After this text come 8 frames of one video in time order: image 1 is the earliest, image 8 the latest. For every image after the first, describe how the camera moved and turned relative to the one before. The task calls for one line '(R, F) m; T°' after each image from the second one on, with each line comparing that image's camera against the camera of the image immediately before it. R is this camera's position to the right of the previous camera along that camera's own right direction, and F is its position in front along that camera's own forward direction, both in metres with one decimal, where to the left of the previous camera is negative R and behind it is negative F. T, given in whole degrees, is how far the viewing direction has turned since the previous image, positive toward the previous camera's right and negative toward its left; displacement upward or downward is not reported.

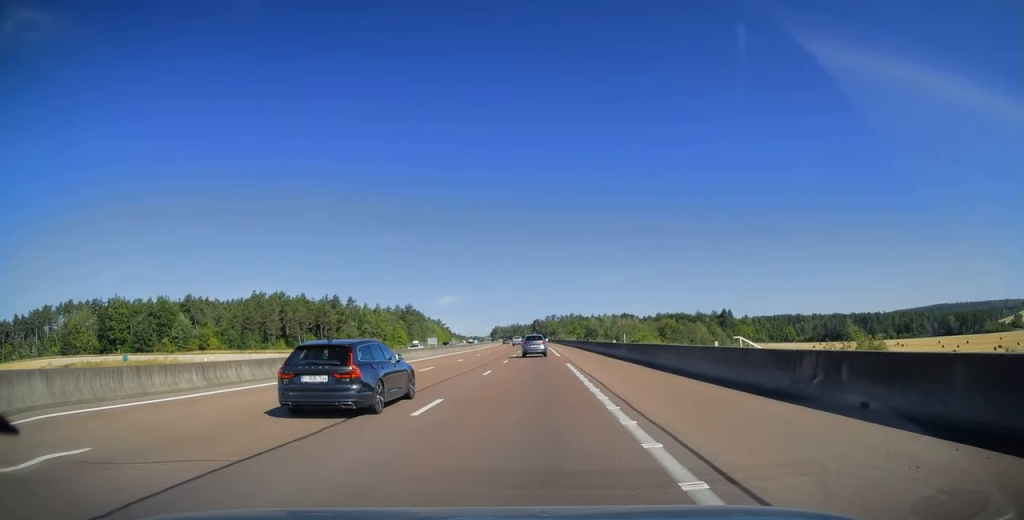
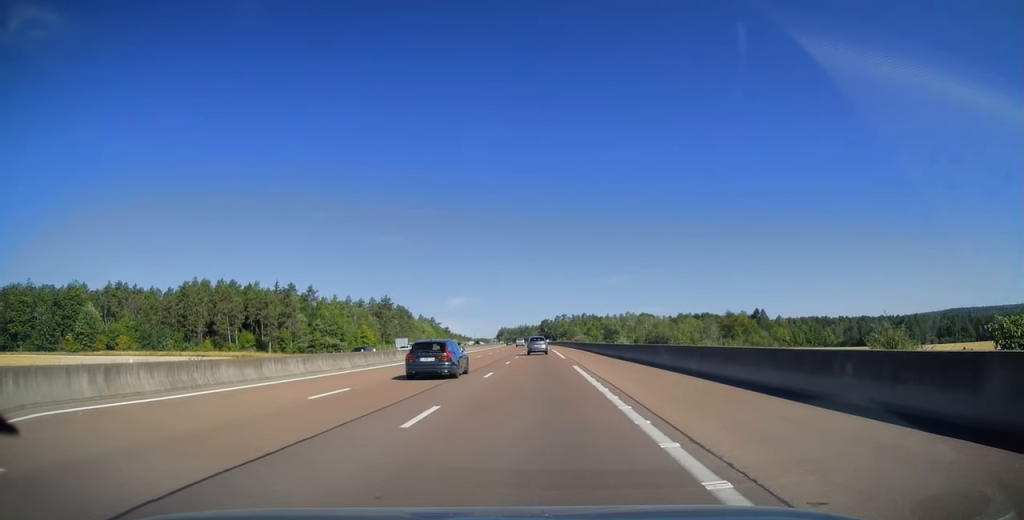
(-0.1, +54.3) m; 0°
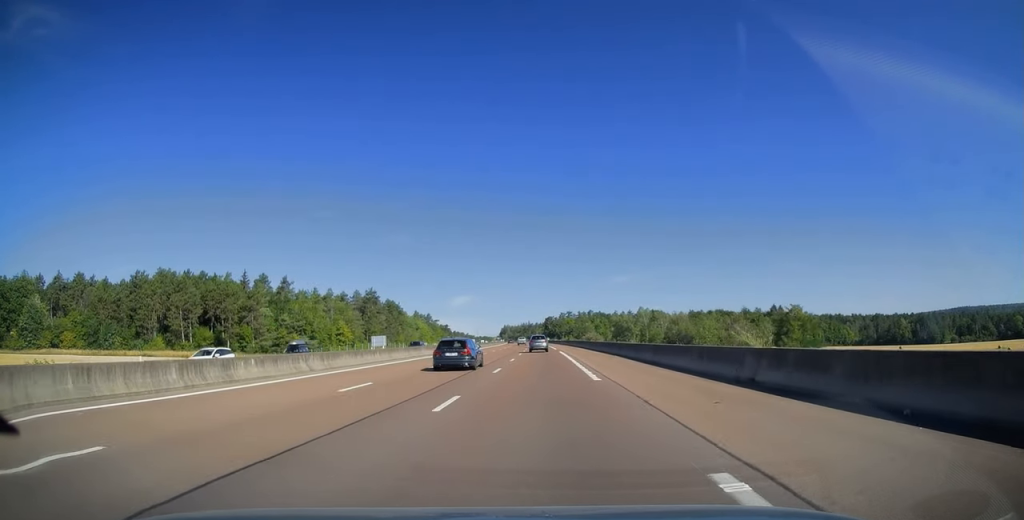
(-0.3, +24.3) m; -1°
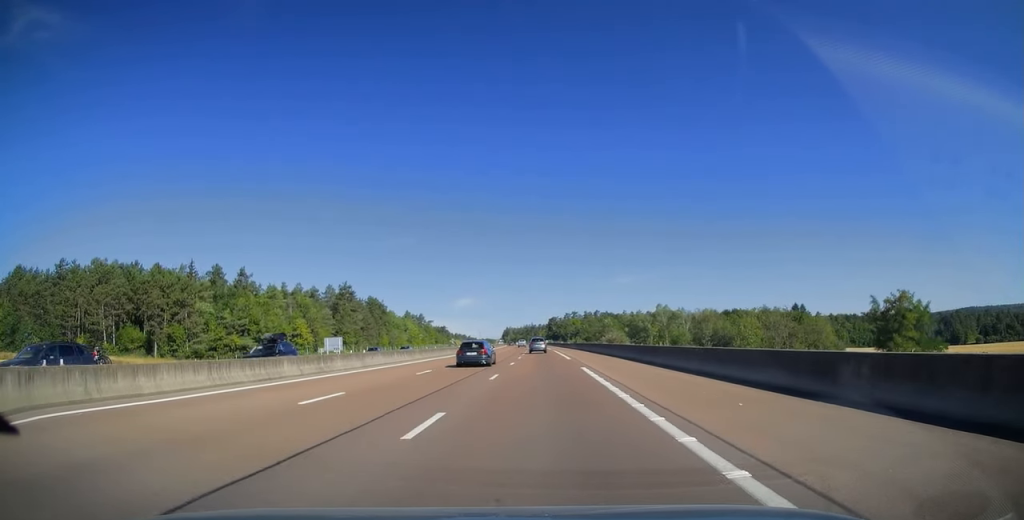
(-0.1, +29.3) m; -1°
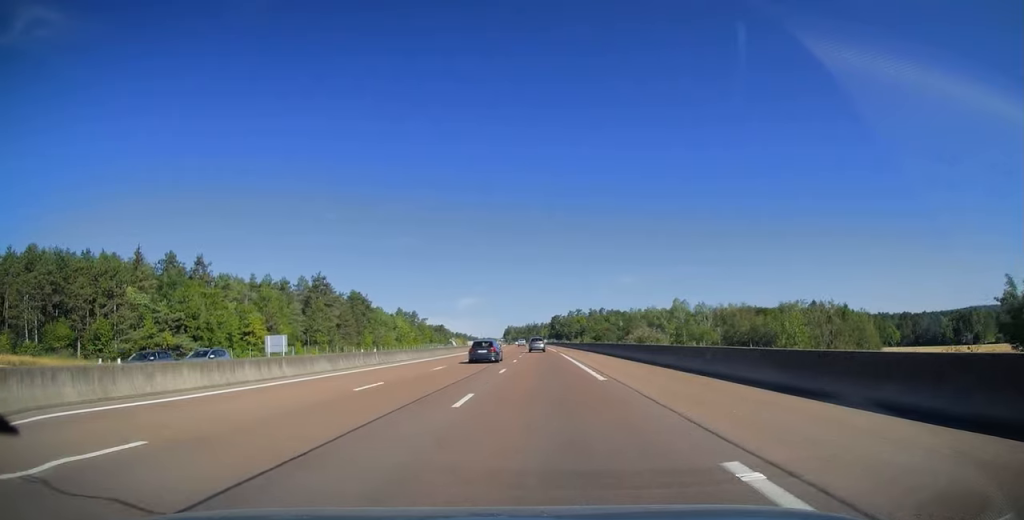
(-0.2, +22.3) m; 0°
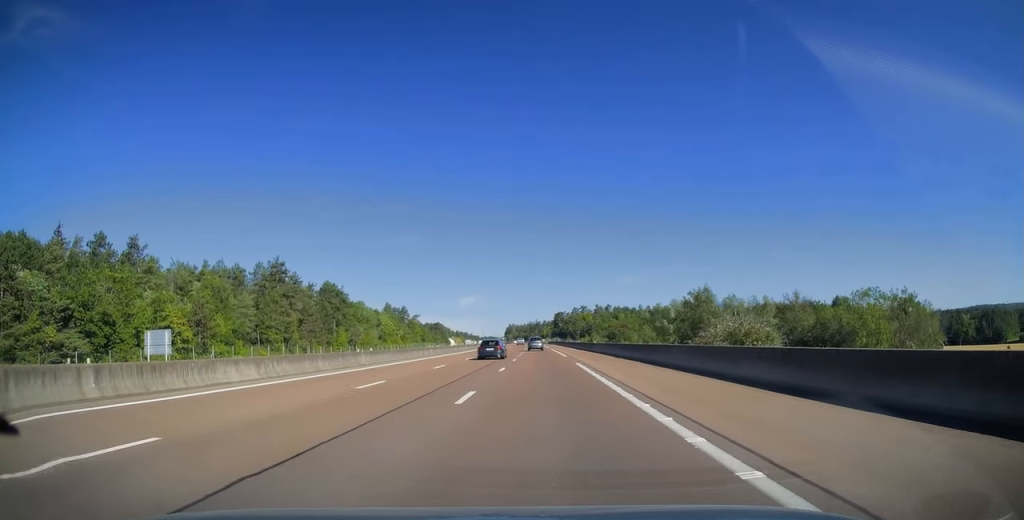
(-0.1, +25.8) m; 0°
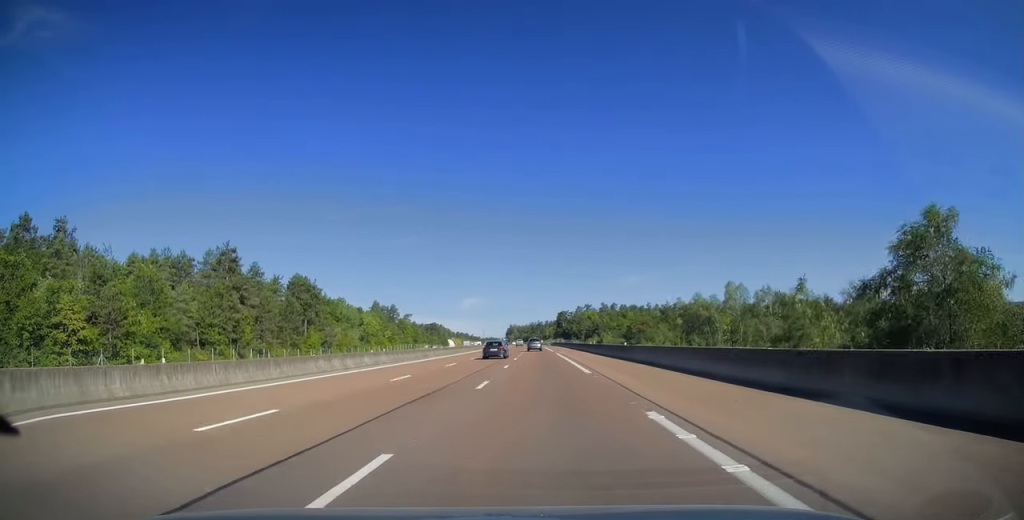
(+0.1, +21.8) m; 0°
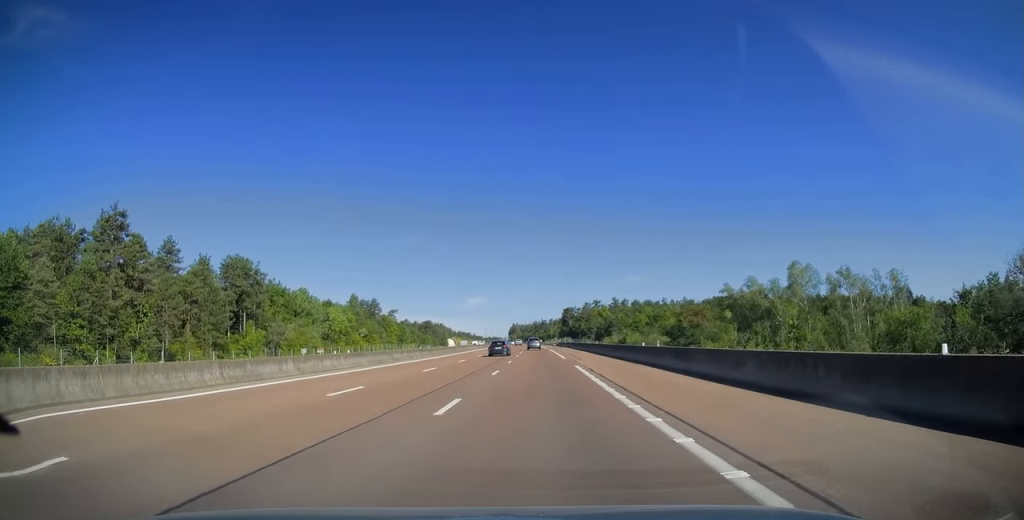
(-0.3, +32.1) m; 0°
